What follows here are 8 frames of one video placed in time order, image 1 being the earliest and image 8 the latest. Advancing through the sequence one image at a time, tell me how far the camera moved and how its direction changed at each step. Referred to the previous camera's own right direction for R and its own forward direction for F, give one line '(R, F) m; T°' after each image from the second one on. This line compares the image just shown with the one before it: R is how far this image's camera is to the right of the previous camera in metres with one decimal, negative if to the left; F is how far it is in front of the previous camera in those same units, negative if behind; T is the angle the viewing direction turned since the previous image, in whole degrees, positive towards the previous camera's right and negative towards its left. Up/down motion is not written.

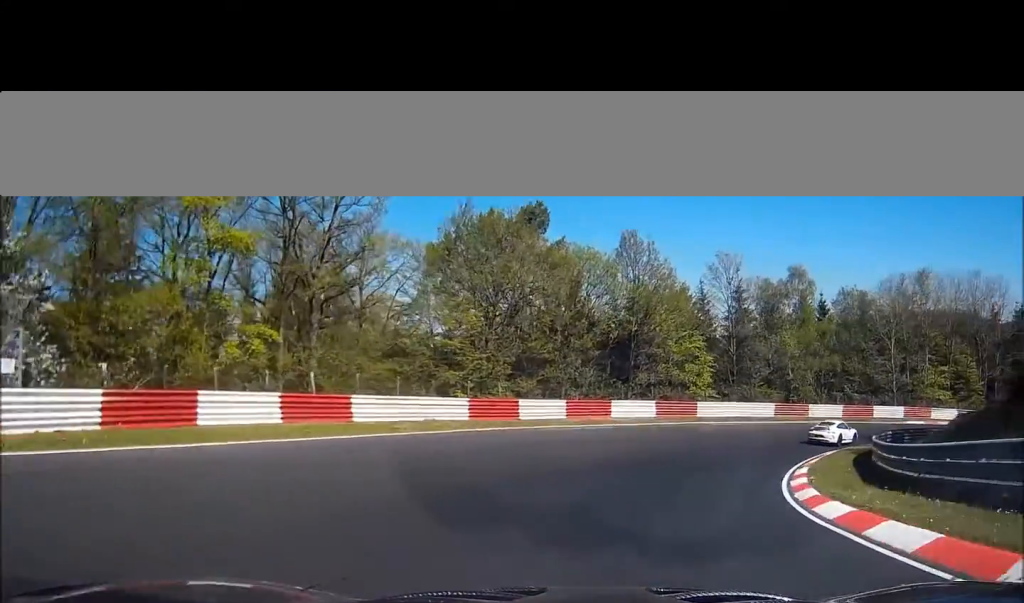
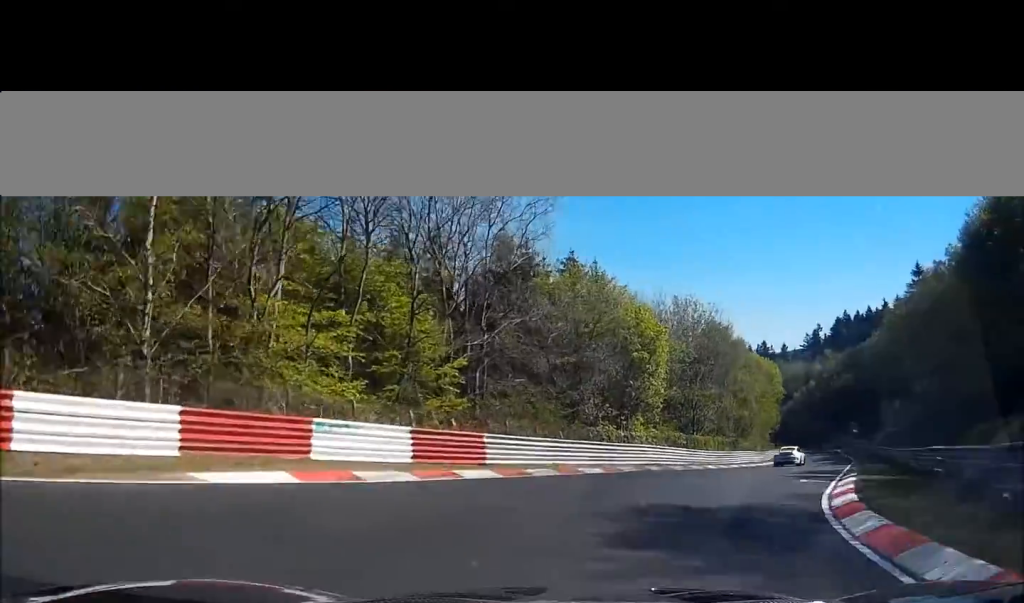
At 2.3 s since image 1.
(+30.7, +38.6) m; +60°
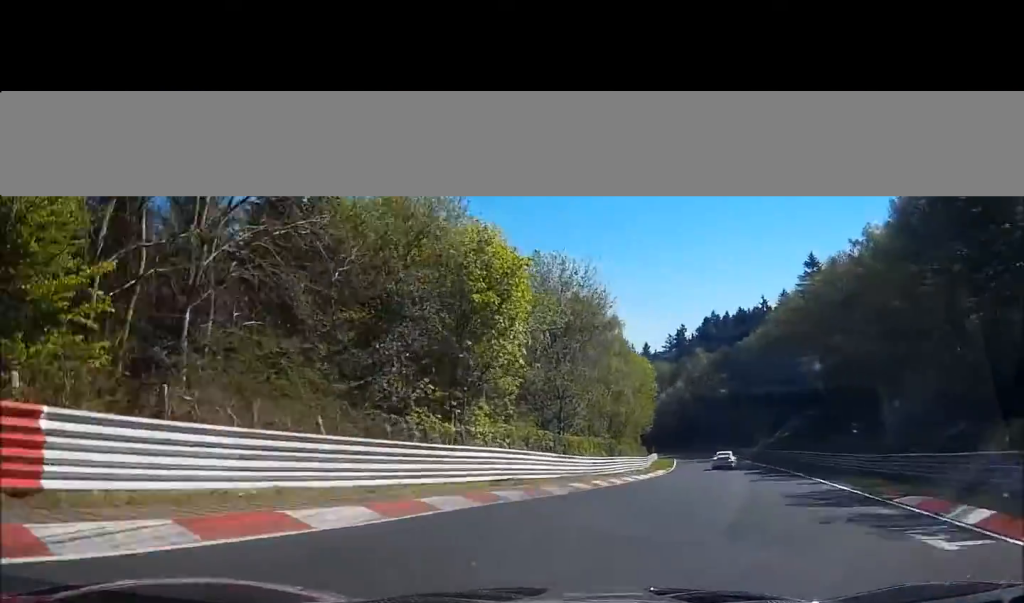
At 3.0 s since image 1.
(+1.6, +16.5) m; +7°
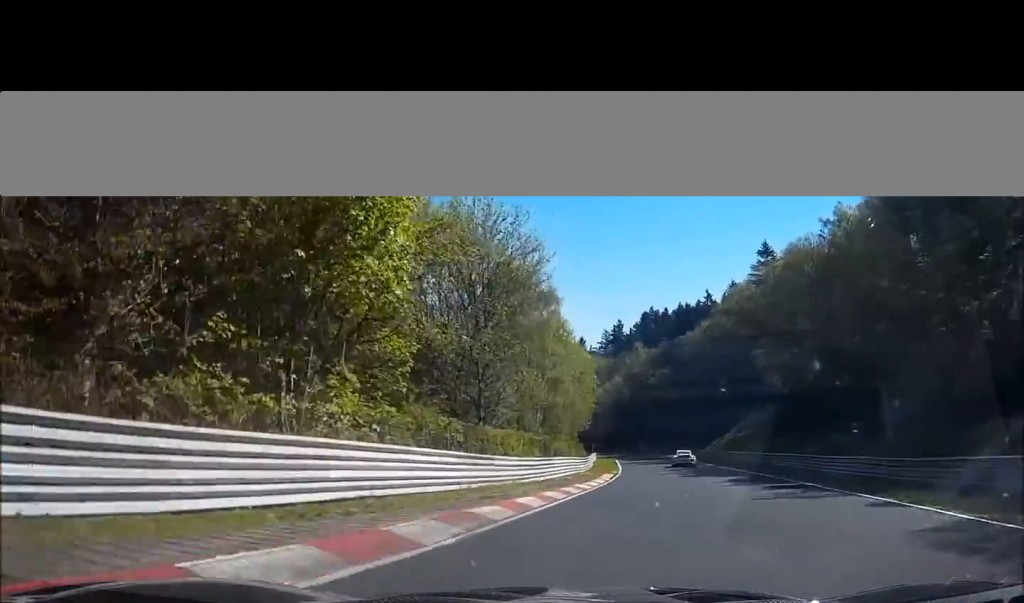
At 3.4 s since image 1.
(+0.1, +10.7) m; +4°
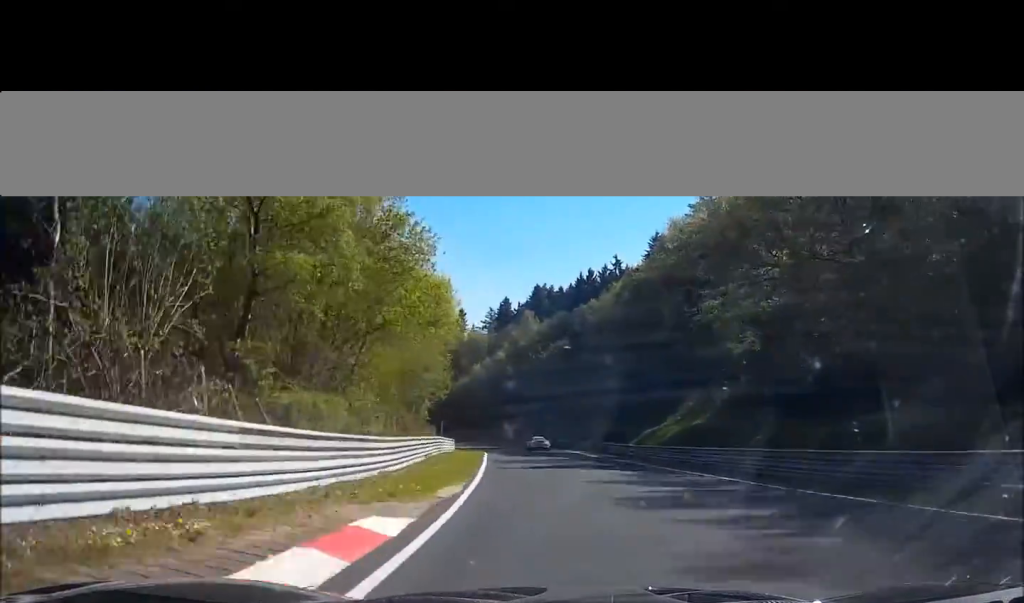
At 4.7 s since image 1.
(+2.7, +37.7) m; +5°
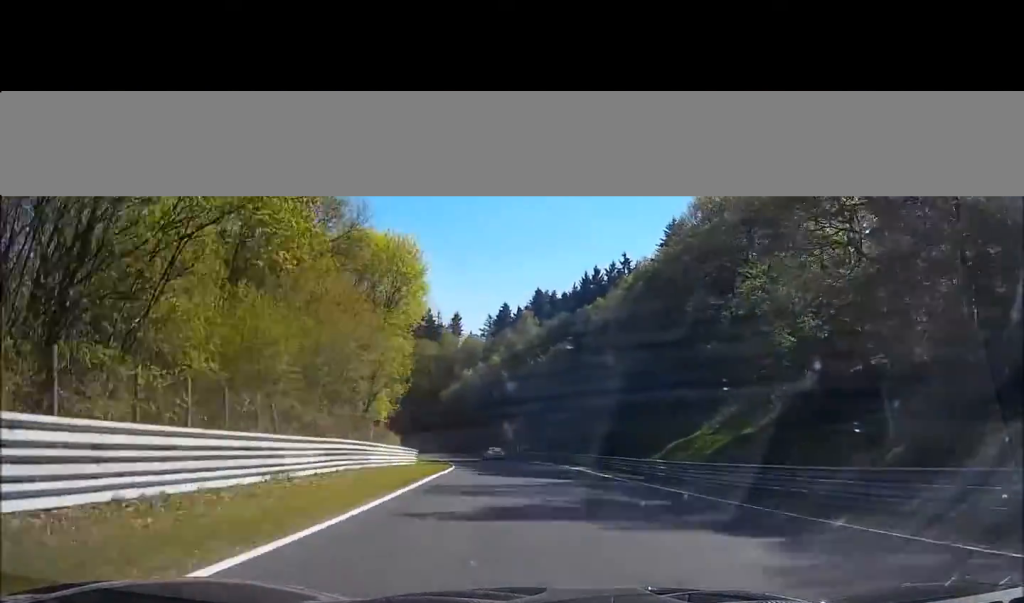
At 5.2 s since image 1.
(+0.2, +17.7) m; 0°
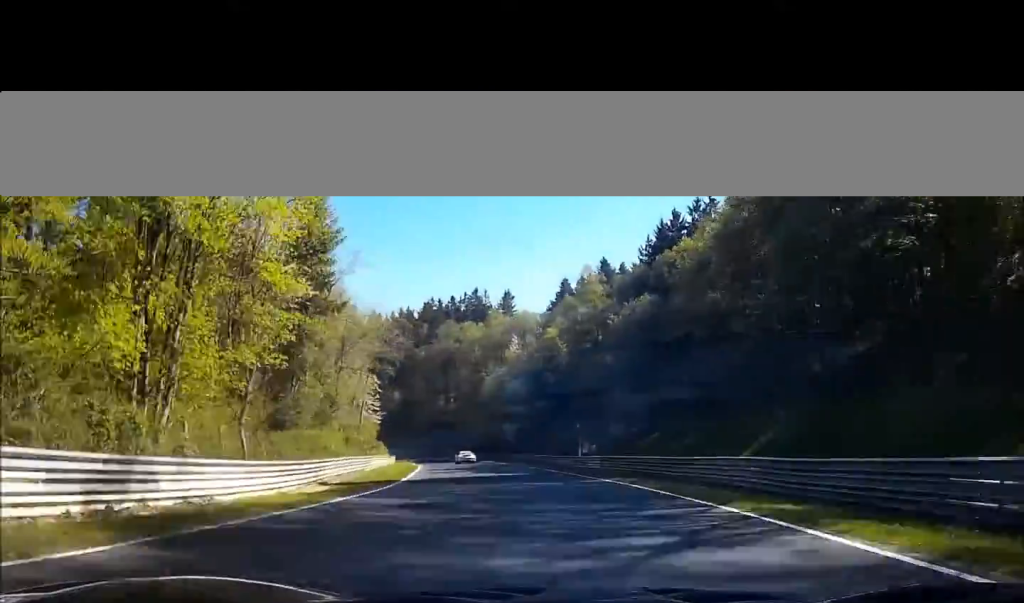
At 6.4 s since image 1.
(-0.6, +40.2) m; -4°
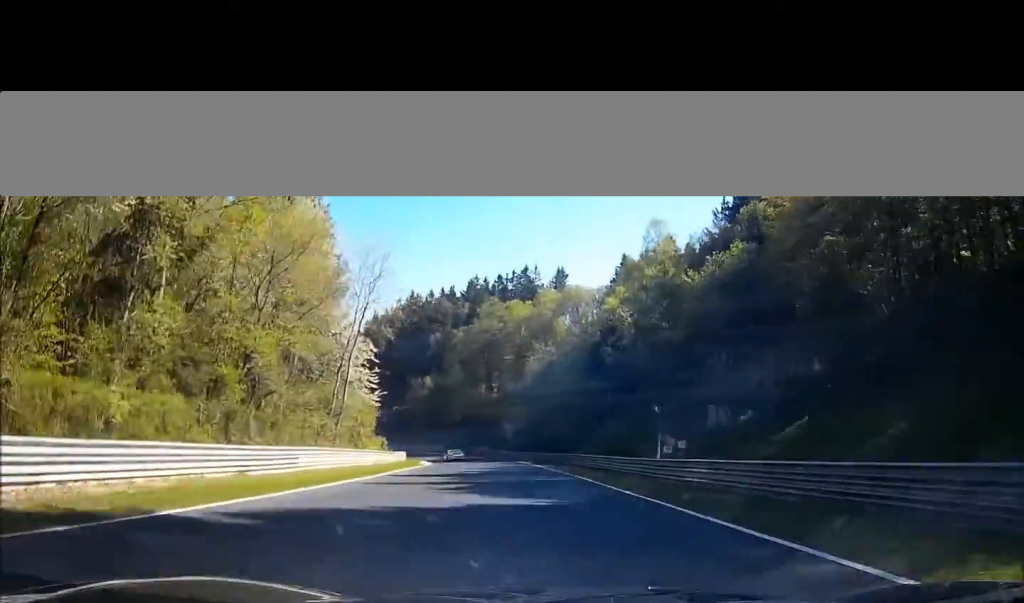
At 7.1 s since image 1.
(-1.0, +23.1) m; -8°
